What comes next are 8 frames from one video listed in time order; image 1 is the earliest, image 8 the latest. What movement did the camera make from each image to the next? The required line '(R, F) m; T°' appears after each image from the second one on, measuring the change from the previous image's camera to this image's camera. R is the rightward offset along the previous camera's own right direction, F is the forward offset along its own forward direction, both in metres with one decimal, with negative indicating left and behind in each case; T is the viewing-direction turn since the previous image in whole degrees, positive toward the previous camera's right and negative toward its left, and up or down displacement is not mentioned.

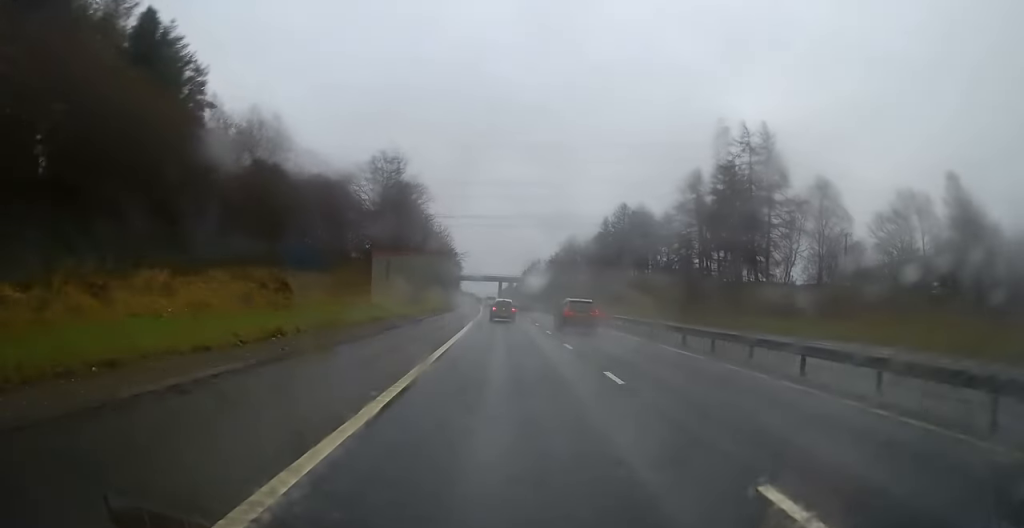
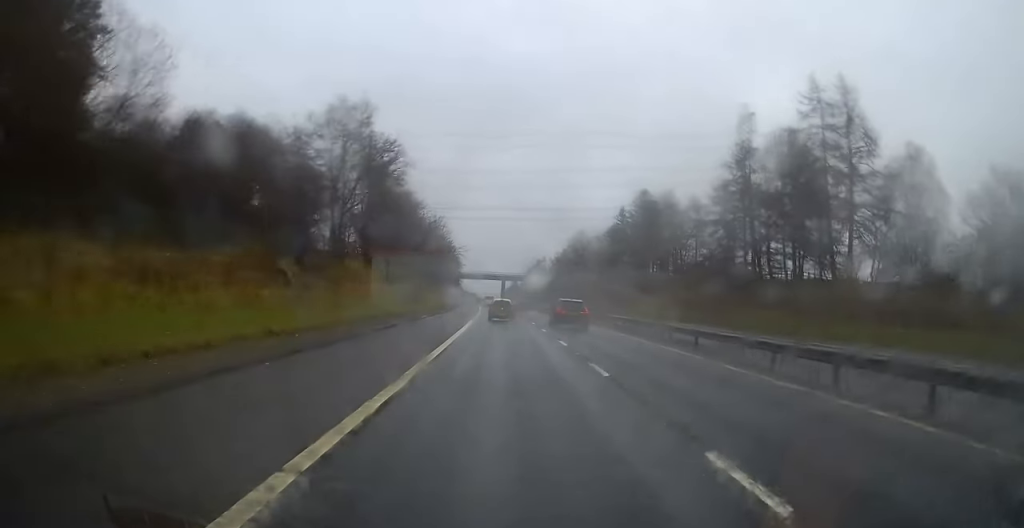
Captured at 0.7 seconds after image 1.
(-0.1, +16.3) m; 0°
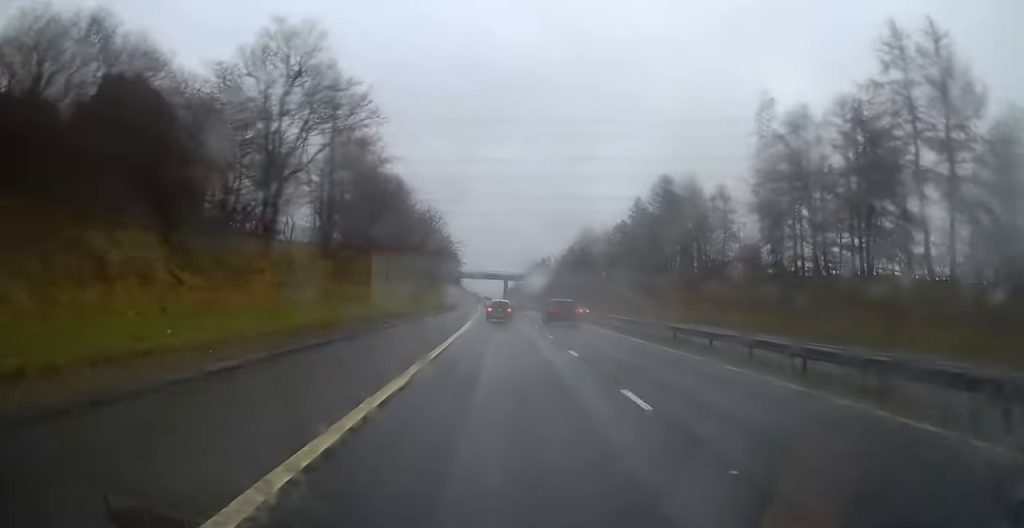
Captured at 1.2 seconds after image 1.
(0.0, +13.0) m; 0°
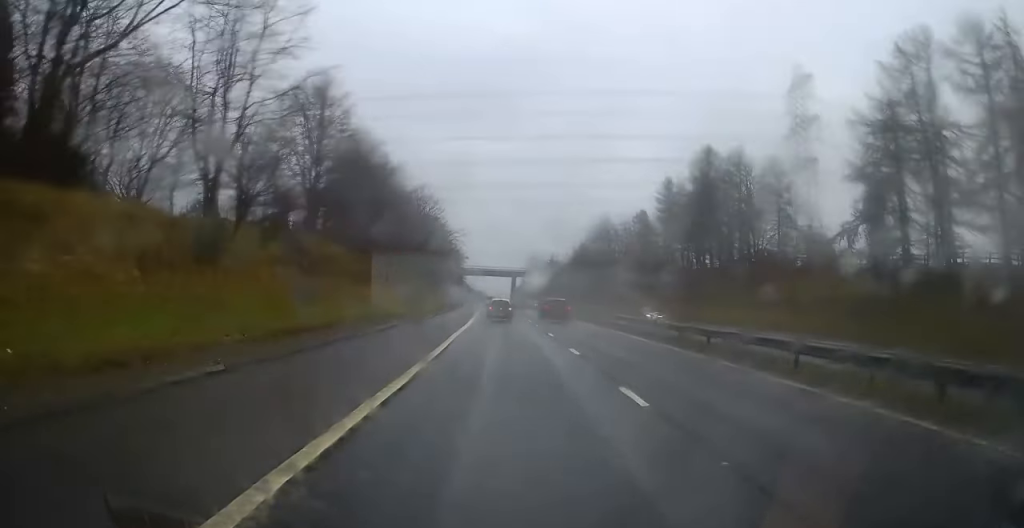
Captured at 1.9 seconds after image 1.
(-0.1, +17.6) m; -1°
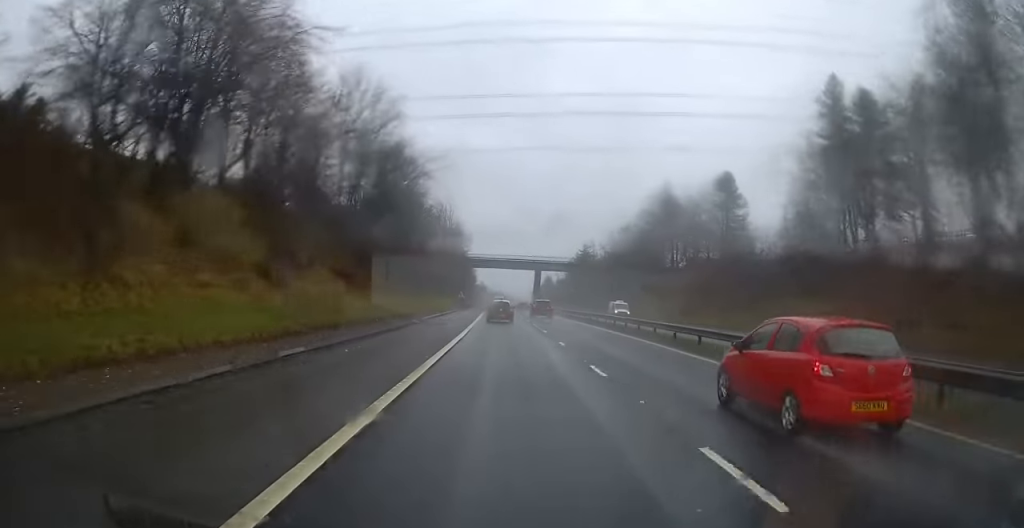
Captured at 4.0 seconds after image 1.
(-0.5, +49.6) m; -1°
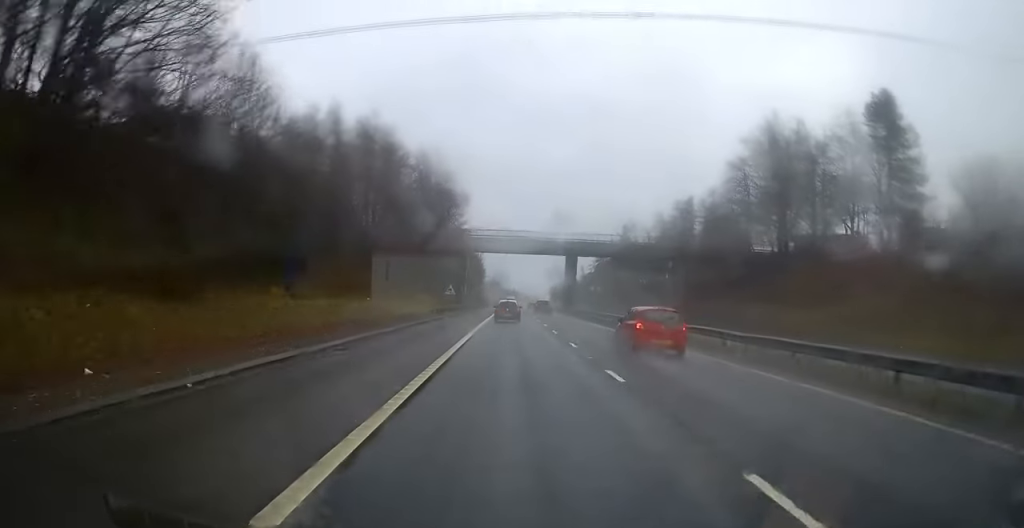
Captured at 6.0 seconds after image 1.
(-0.5, +45.1) m; -1°
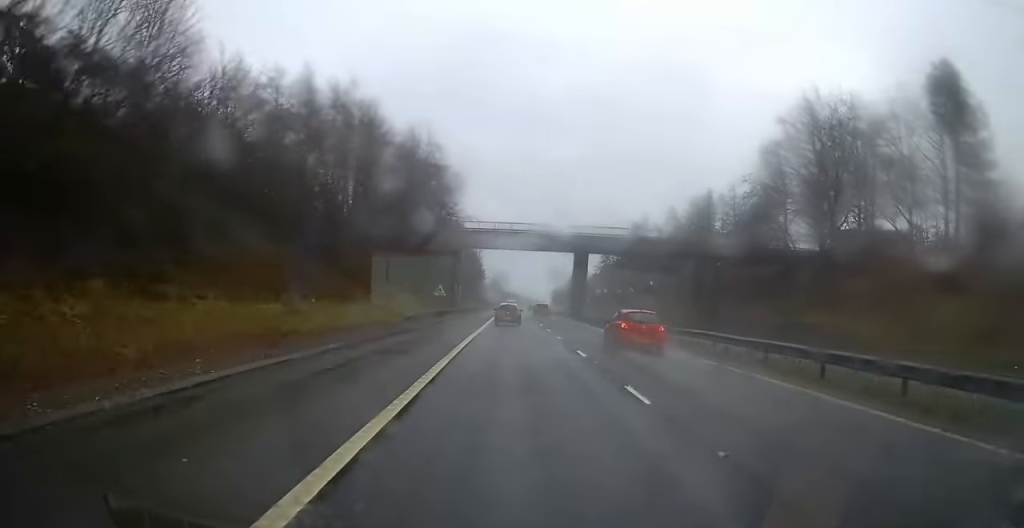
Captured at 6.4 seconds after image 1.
(0.0, +11.0) m; 0°
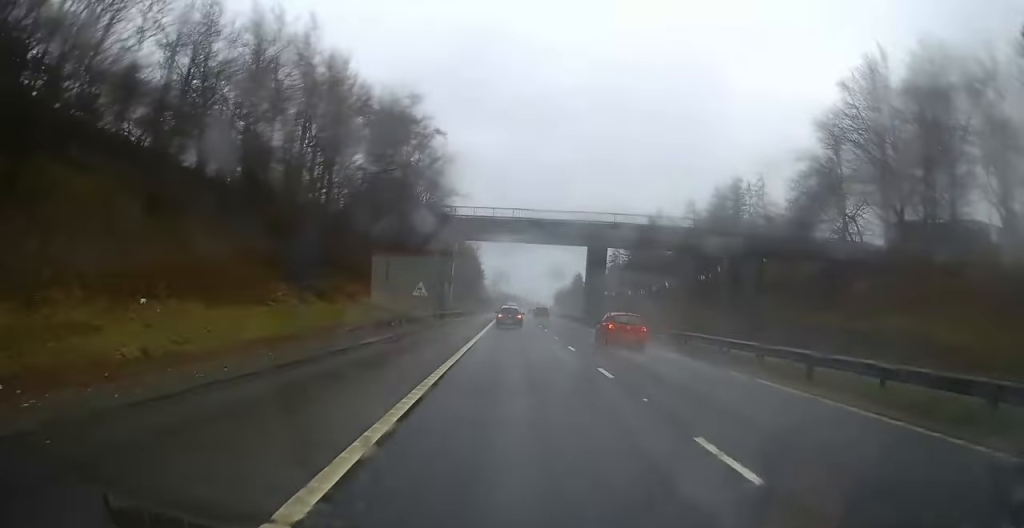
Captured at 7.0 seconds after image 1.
(0.0, +13.4) m; 0°
